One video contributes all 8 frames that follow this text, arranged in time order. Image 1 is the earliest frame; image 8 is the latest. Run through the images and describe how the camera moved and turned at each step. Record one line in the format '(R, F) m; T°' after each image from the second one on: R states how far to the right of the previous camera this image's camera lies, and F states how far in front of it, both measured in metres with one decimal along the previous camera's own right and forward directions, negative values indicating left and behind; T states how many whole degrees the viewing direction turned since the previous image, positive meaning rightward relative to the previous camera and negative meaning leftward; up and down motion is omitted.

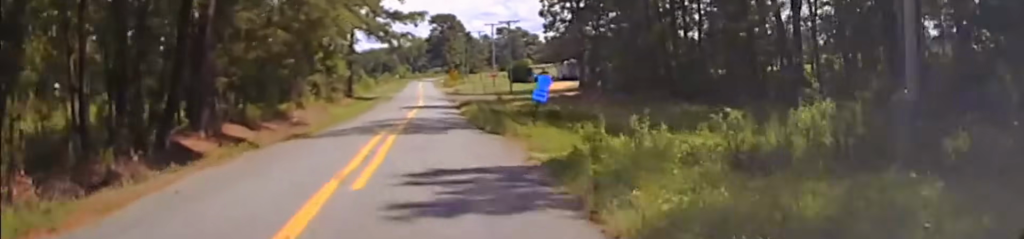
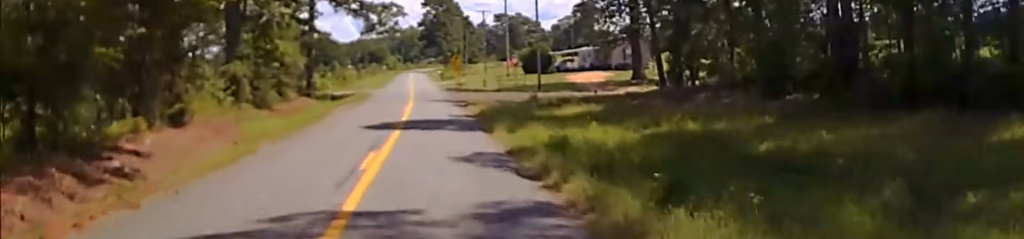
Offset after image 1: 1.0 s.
(+0.1, +30.3) m; +1°
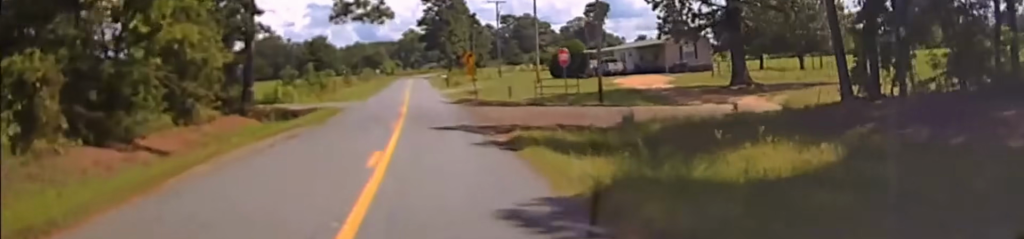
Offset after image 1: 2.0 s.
(+0.2, +24.5) m; 0°
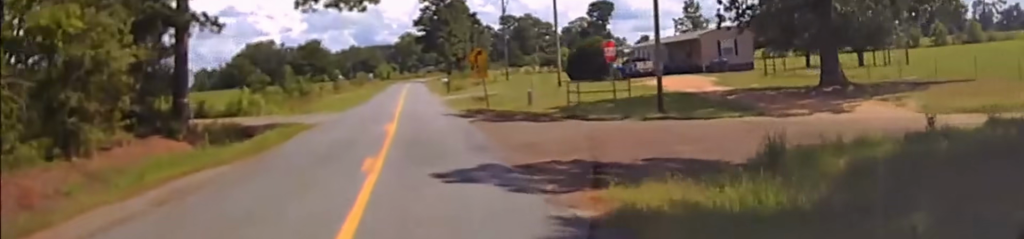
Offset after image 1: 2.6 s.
(+0.1, +12.7) m; -1°
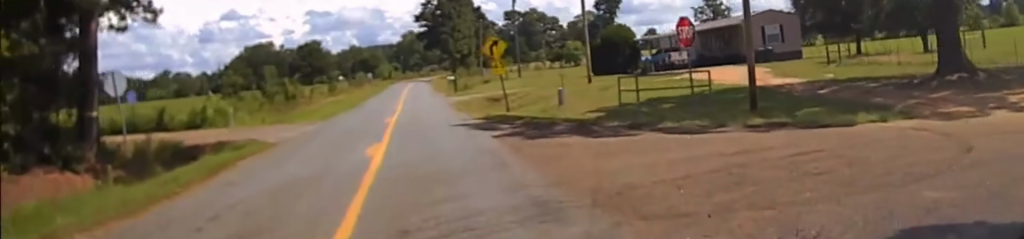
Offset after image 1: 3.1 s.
(-0.1, +9.8) m; -3°
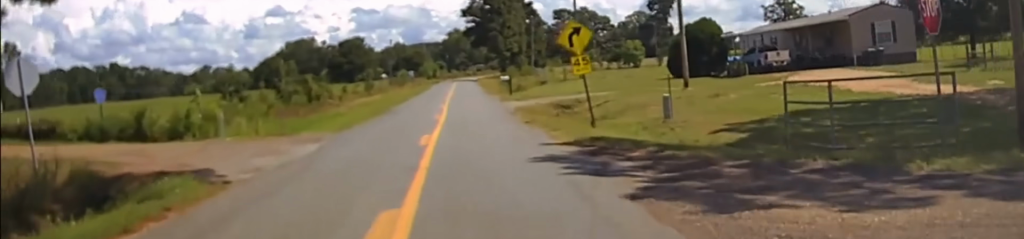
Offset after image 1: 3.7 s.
(0.0, +11.4) m; -4°
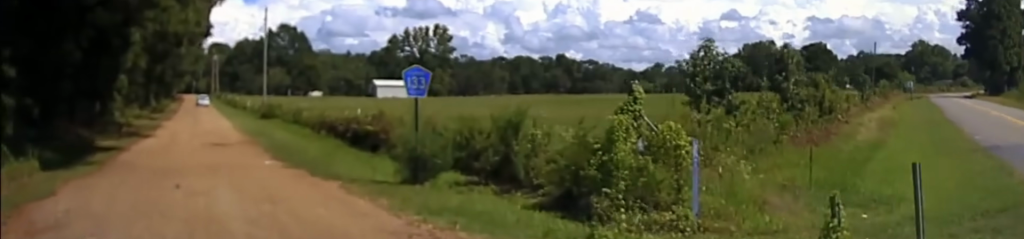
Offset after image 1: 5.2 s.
(-4.6, +20.0) m; -27°
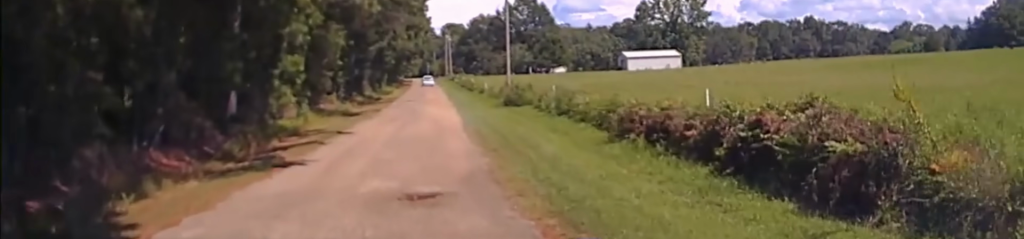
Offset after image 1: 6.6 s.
(-3.5, +17.9) m; -13°
